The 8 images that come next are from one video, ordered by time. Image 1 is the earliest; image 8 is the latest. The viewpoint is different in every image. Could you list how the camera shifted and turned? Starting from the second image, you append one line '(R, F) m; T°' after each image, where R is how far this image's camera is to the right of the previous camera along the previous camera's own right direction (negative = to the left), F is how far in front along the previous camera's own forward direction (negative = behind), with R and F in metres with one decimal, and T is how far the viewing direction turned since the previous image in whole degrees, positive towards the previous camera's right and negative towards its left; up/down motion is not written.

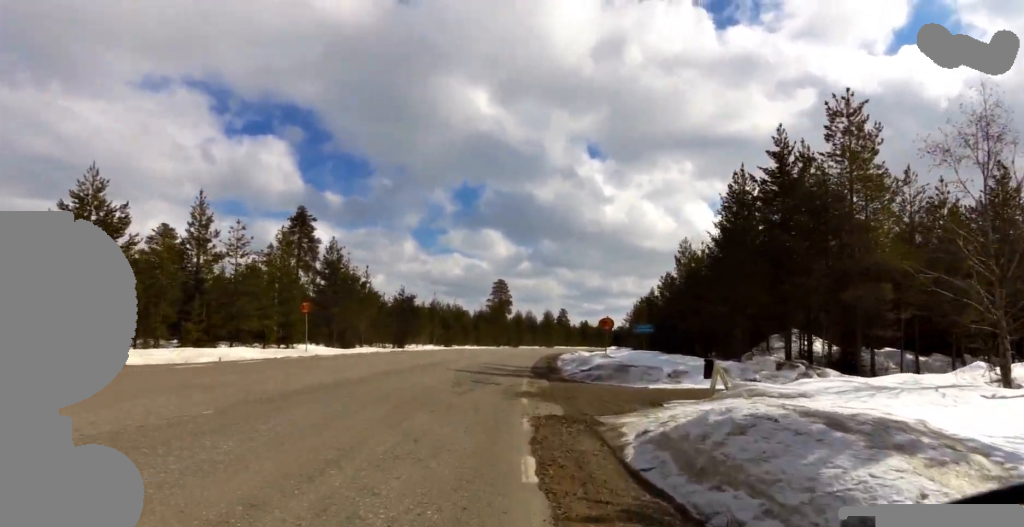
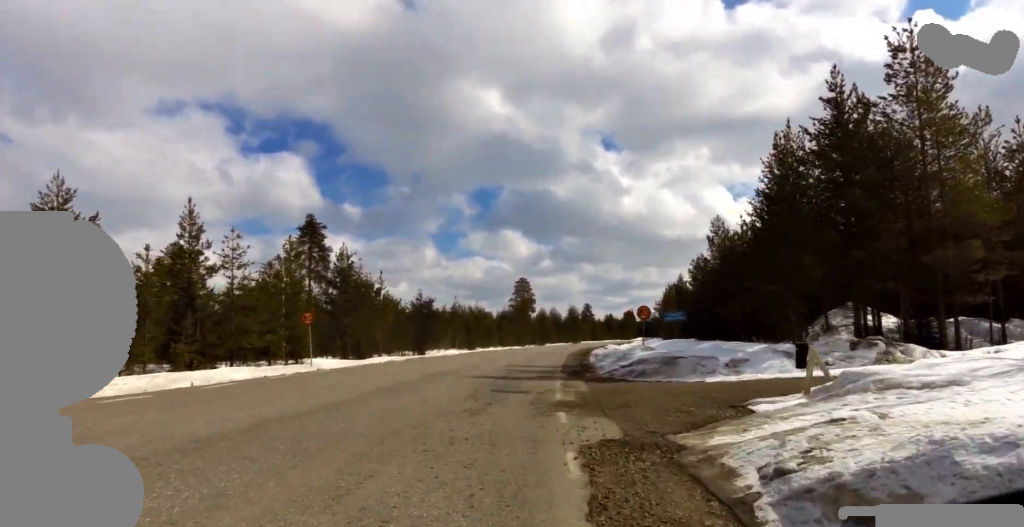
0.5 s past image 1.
(-0.7, +2.9) m; 0°
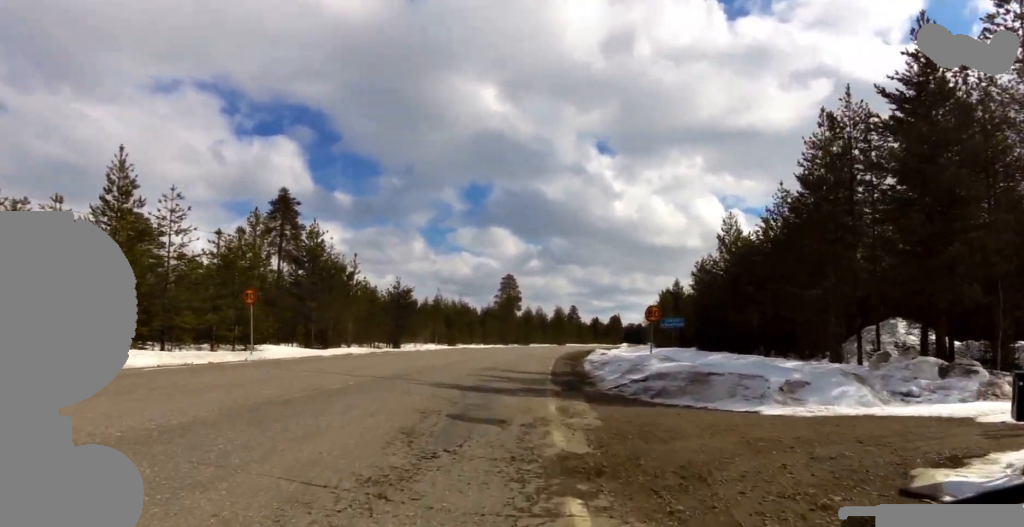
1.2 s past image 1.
(-0.1, +4.4) m; +4°
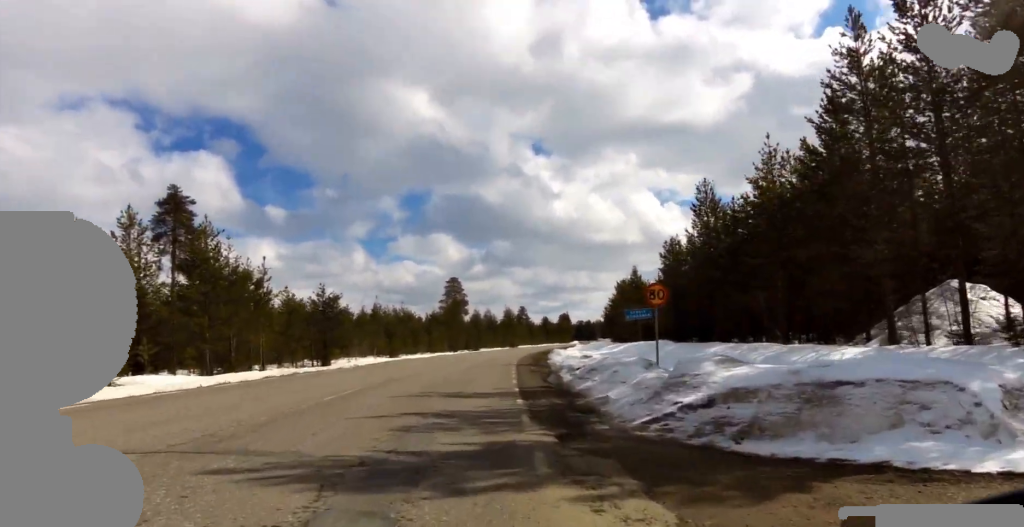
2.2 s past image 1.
(+1.0, +6.9) m; +9°
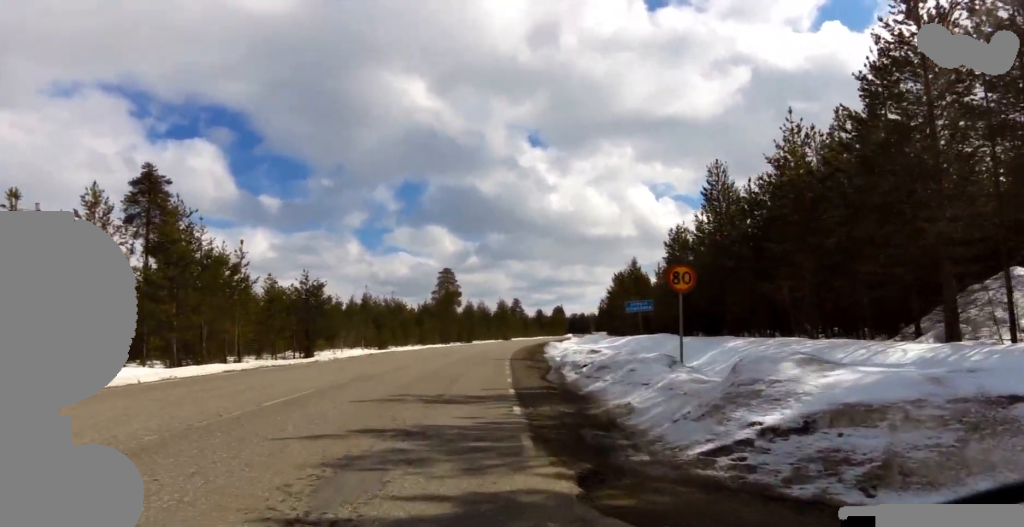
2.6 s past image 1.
(0.0, +2.6) m; 0°
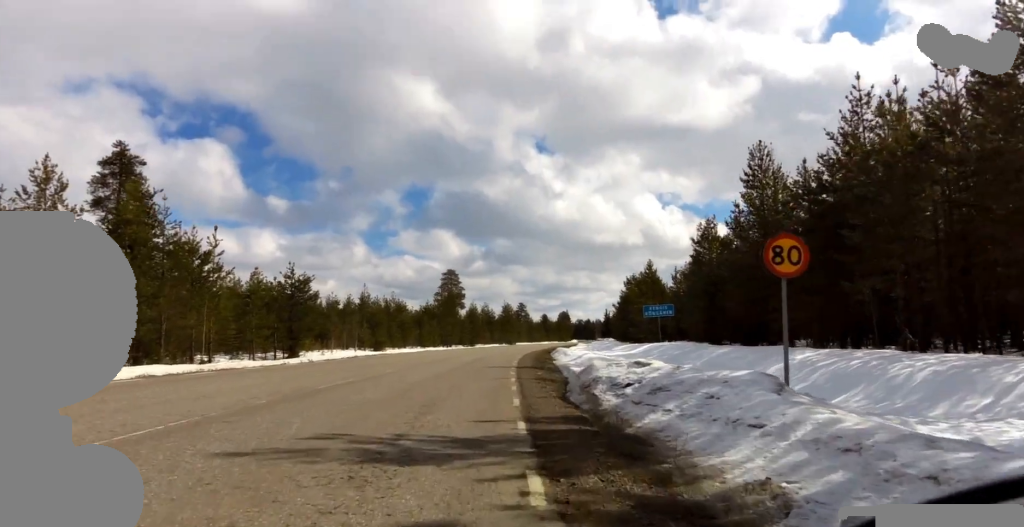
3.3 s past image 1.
(0.0, +4.6) m; -6°
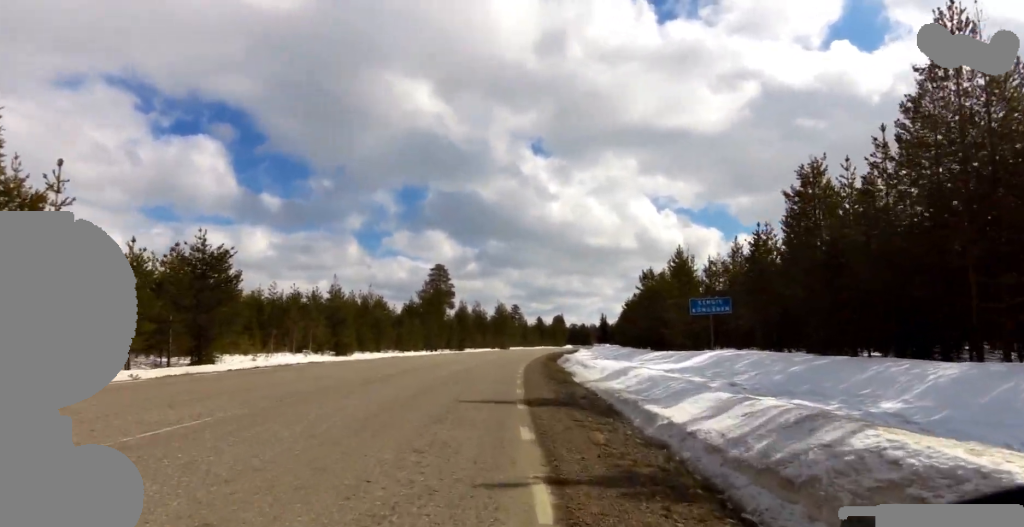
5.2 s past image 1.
(-1.5, +11.5) m; -2°
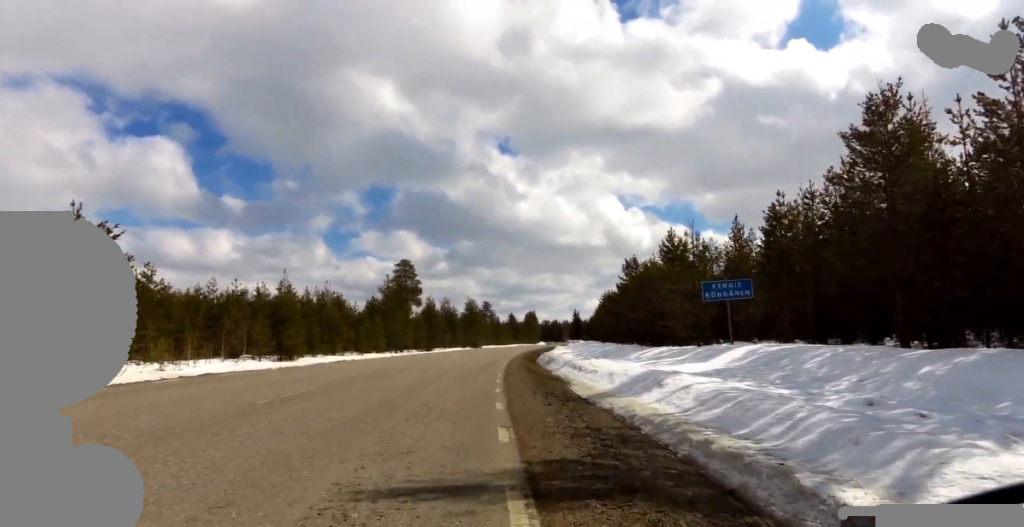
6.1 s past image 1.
(+0.9, +6.3) m; +8°
